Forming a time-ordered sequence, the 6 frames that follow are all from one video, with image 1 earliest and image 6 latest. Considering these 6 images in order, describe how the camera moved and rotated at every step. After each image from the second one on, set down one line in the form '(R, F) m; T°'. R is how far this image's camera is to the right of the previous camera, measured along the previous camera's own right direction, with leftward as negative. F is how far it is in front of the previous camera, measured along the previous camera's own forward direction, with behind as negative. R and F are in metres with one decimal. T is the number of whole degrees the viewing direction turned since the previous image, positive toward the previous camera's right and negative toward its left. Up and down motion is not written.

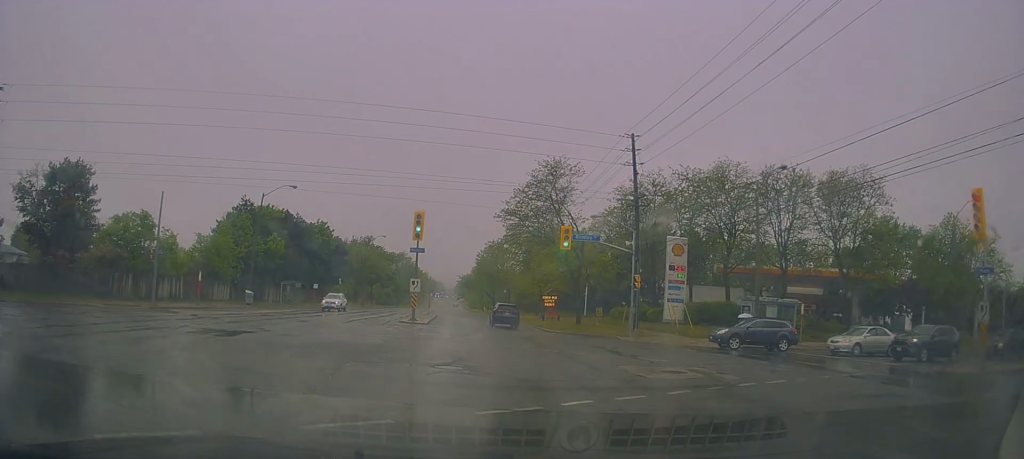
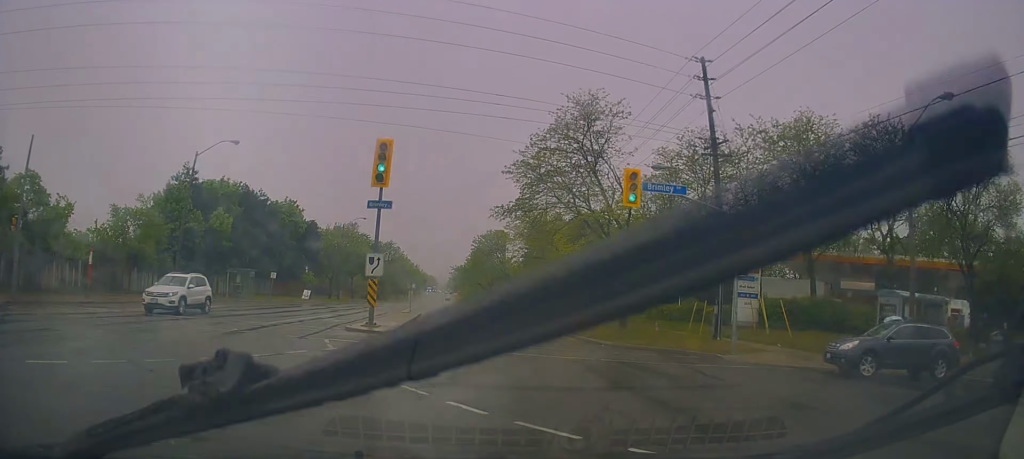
(+0.1, +13.9) m; +2°
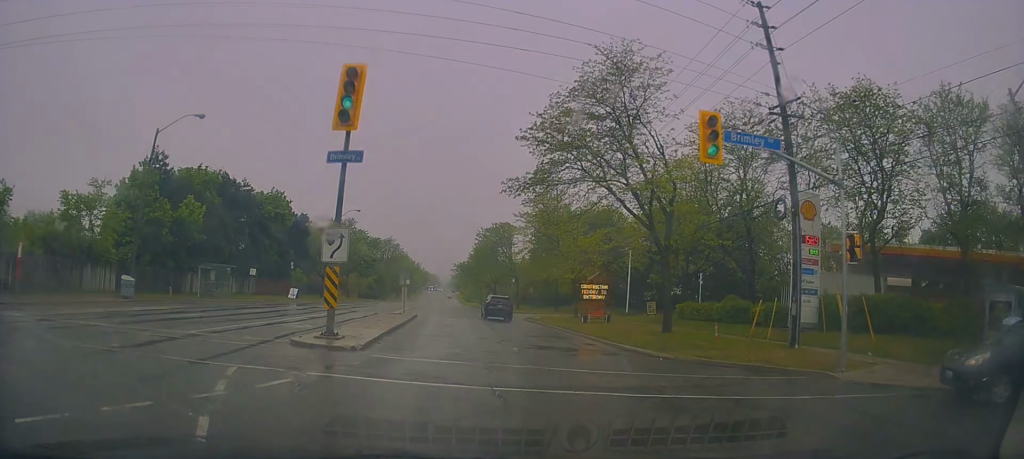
(+0.1, +6.4) m; +1°
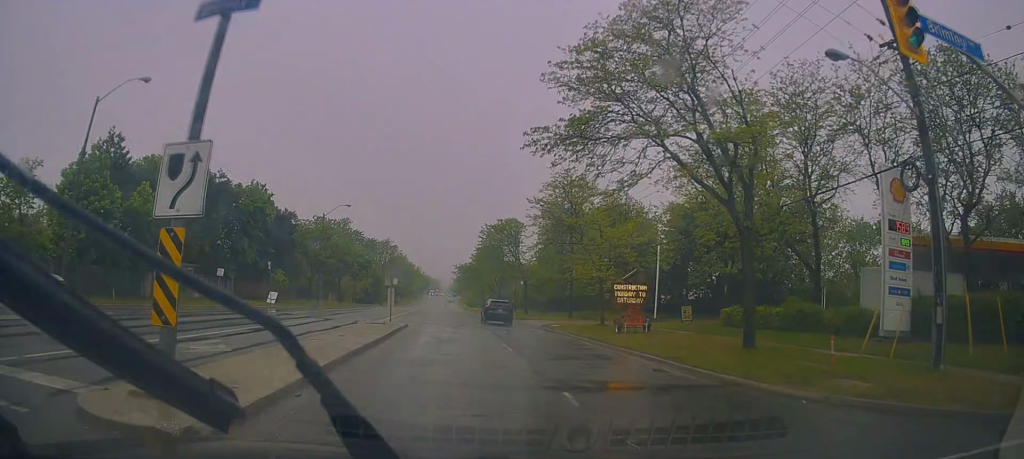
(+0.1, +7.1) m; -1°
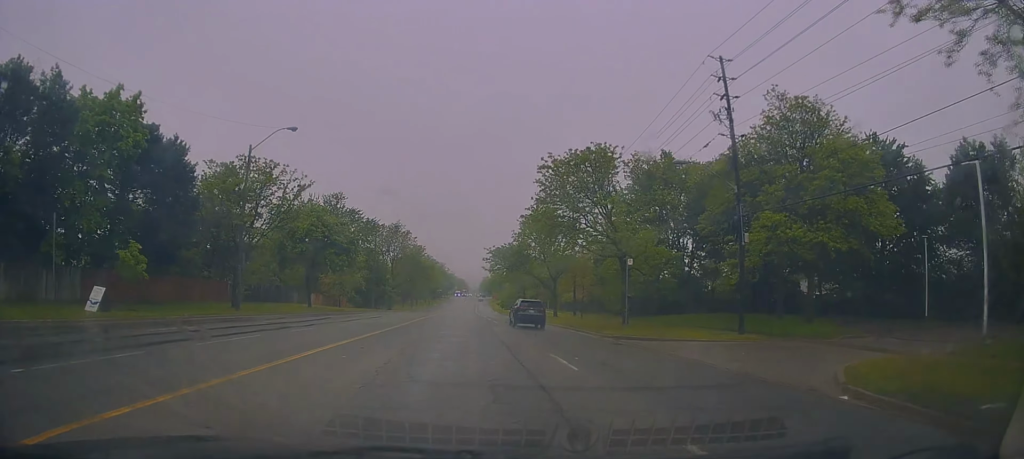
(-1.3, +30.7) m; -4°
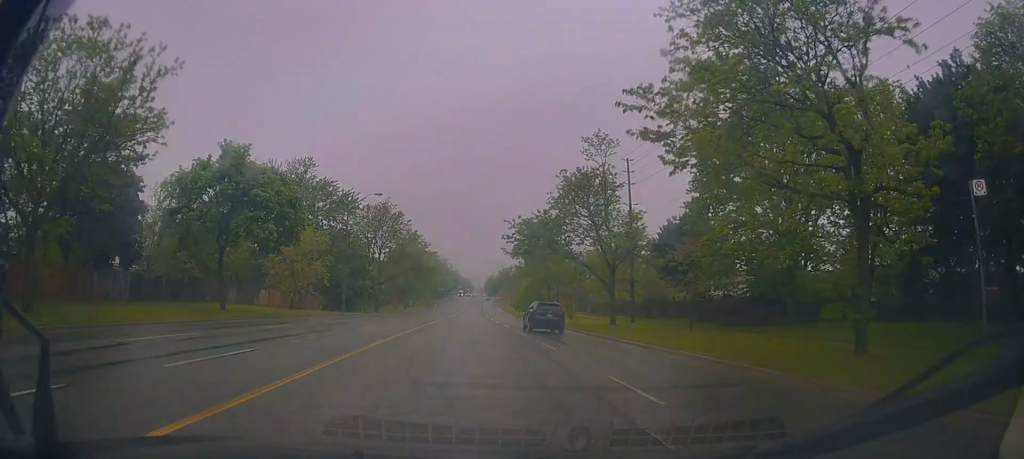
(0.0, +21.8) m; 0°
